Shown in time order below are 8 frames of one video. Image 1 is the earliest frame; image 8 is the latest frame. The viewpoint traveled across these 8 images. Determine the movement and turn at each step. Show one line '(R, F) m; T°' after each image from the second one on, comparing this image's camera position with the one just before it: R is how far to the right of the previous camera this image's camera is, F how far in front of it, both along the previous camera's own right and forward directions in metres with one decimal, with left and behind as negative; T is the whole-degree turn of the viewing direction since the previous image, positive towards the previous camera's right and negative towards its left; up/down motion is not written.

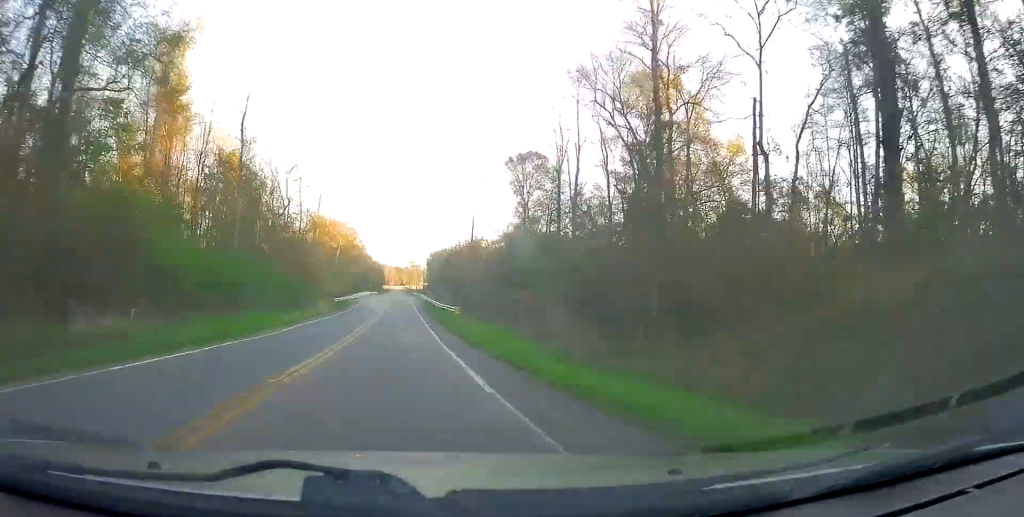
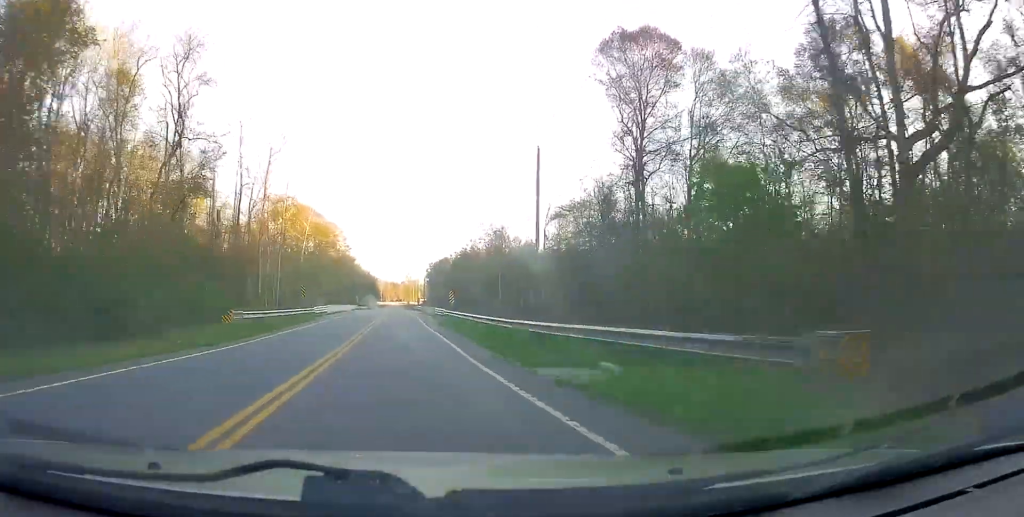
(-1.2, +36.9) m; -4°
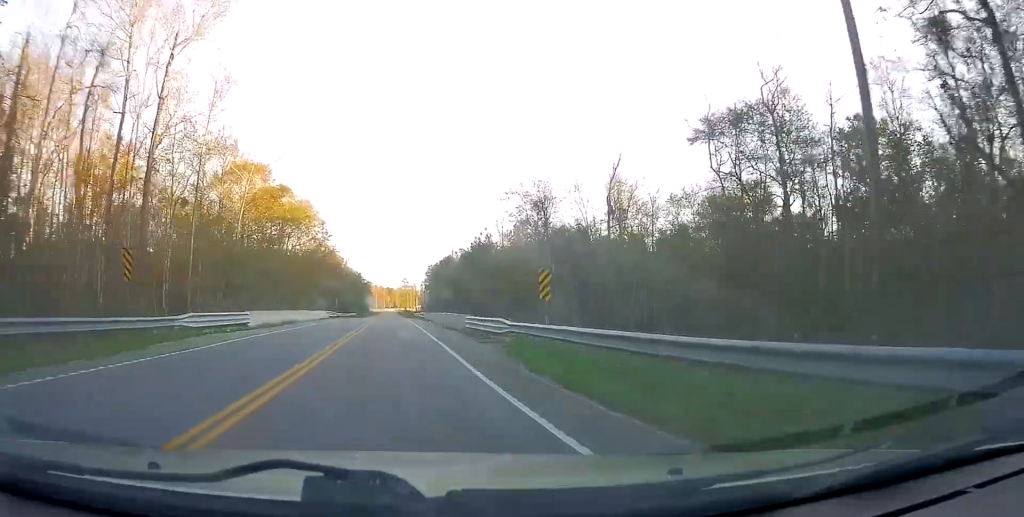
(-0.6, +29.1) m; -1°
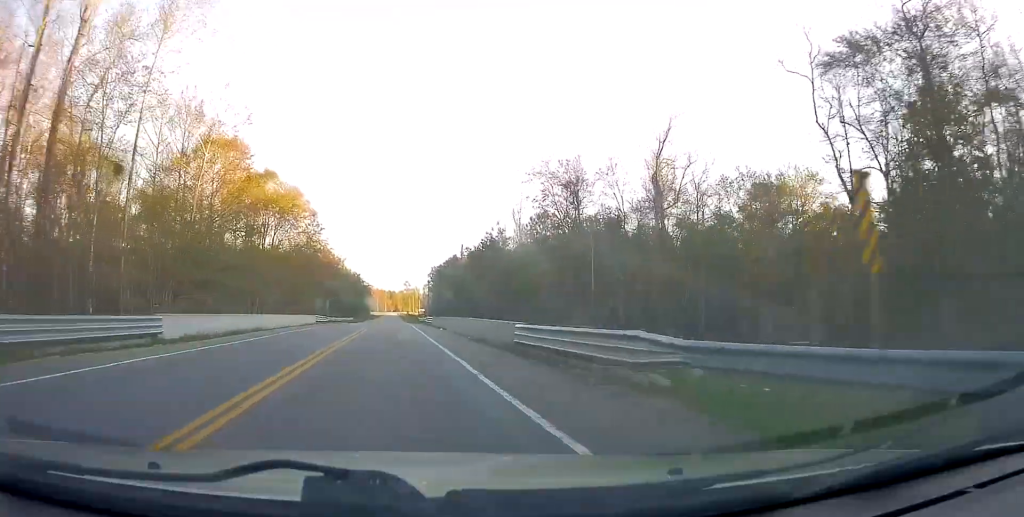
(+0.1, +11.2) m; 0°
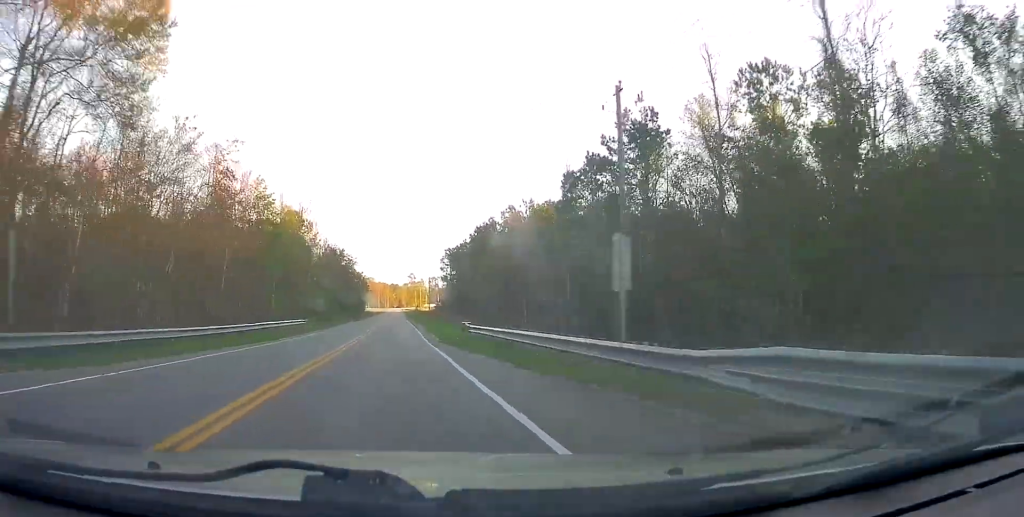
(+0.1, +57.9) m; 0°
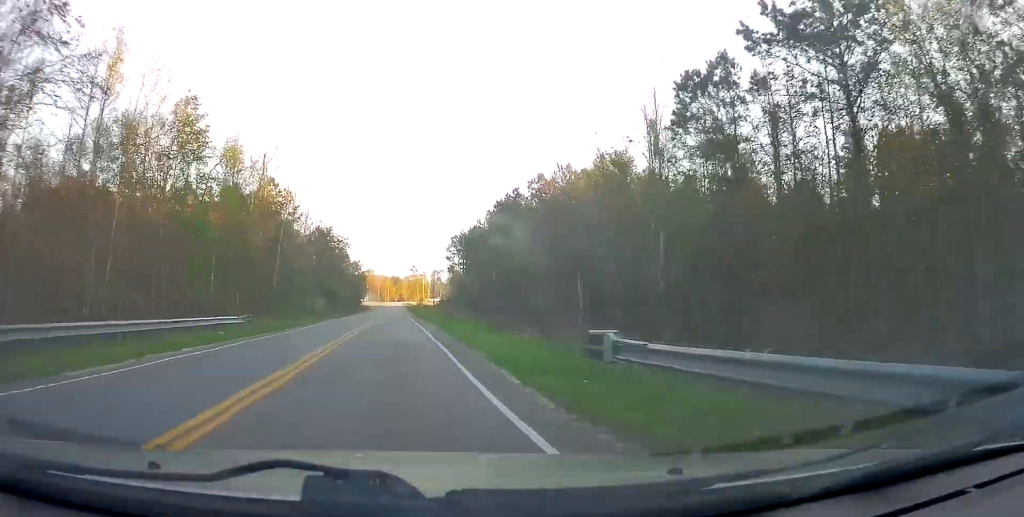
(-0.1, +20.5) m; 0°
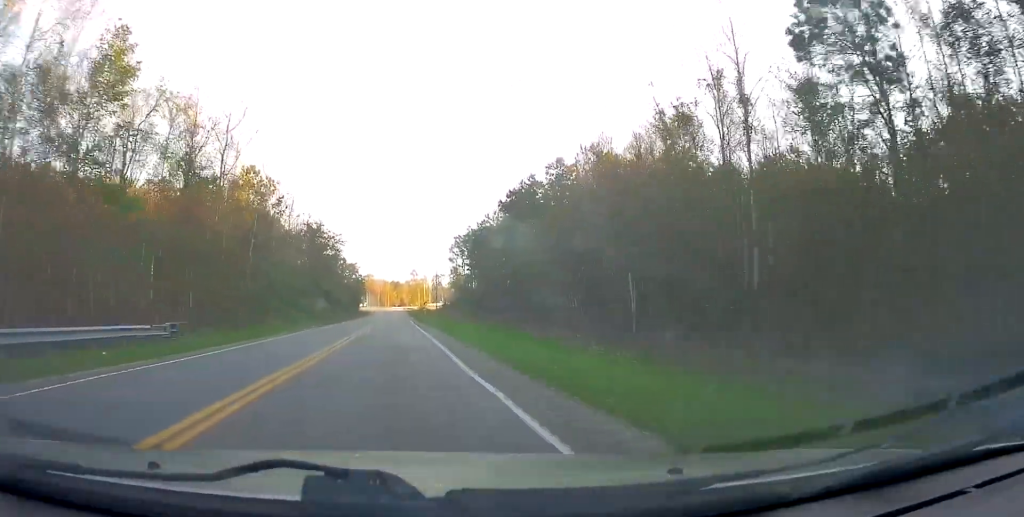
(0.0, +10.4) m; 0°
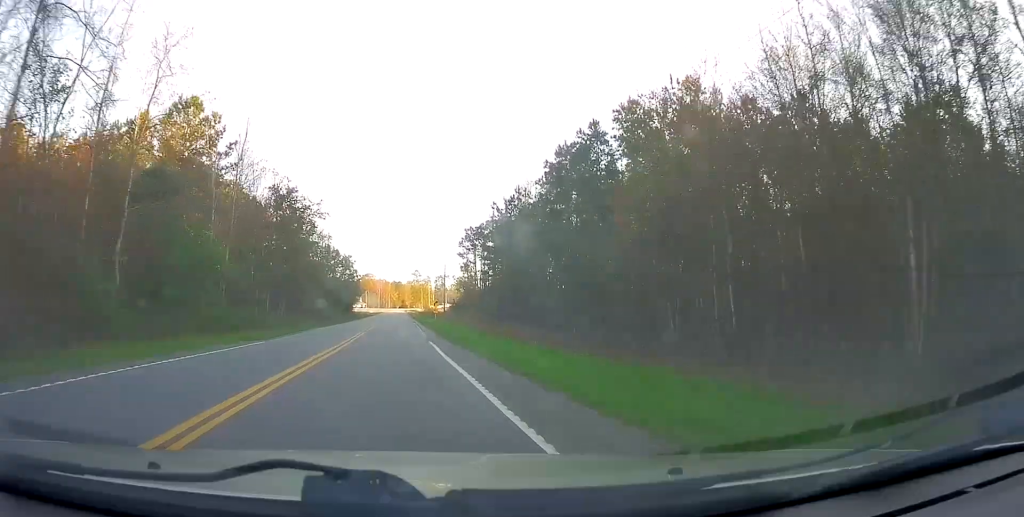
(0.0, +22.1) m; -1°
